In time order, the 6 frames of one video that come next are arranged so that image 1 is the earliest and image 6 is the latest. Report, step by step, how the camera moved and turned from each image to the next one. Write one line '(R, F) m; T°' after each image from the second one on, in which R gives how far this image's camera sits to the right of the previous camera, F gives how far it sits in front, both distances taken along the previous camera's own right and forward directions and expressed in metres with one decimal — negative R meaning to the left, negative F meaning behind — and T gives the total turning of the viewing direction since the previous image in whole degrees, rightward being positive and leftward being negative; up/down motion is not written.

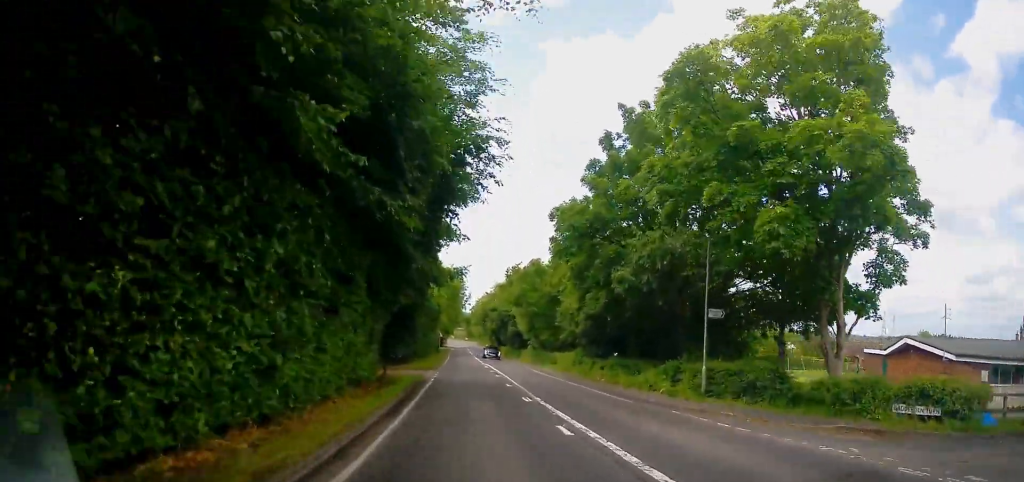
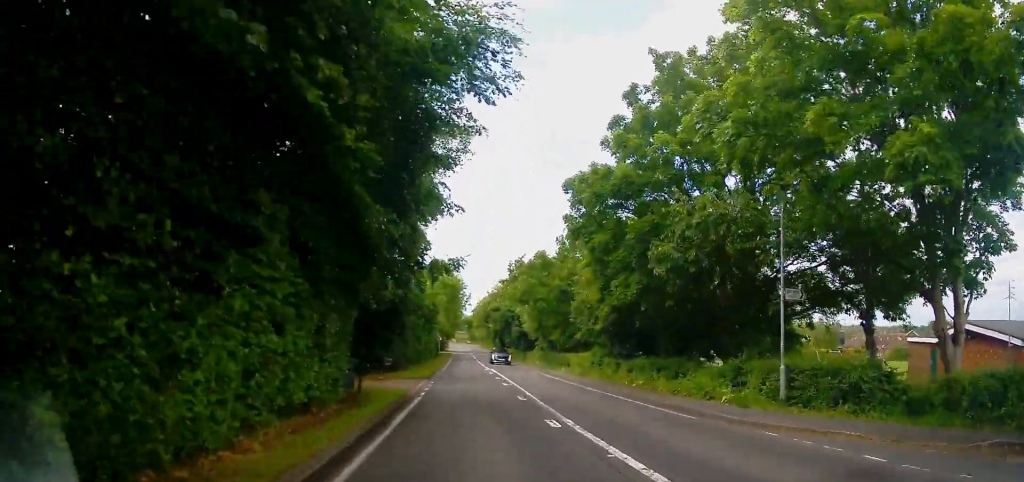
(0.0, +4.8) m; 0°
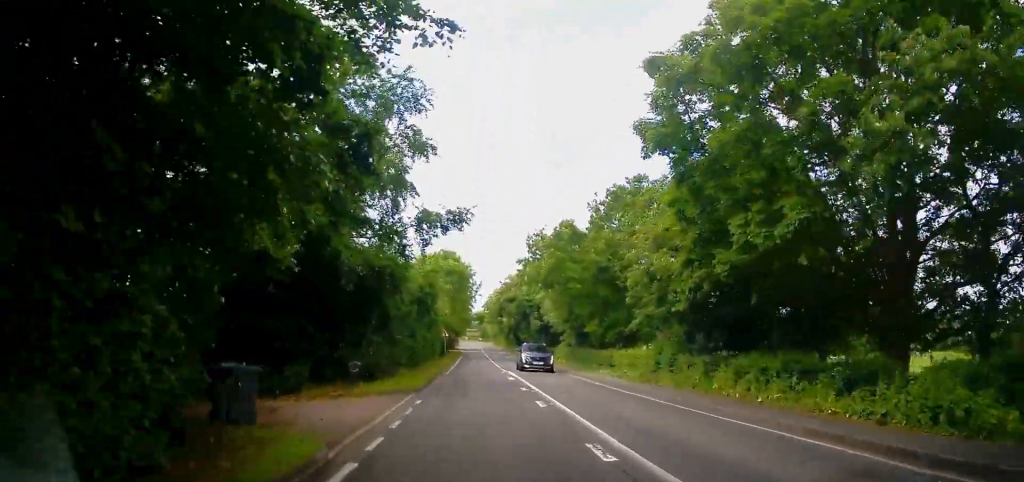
(+0.1, +9.3) m; +1°
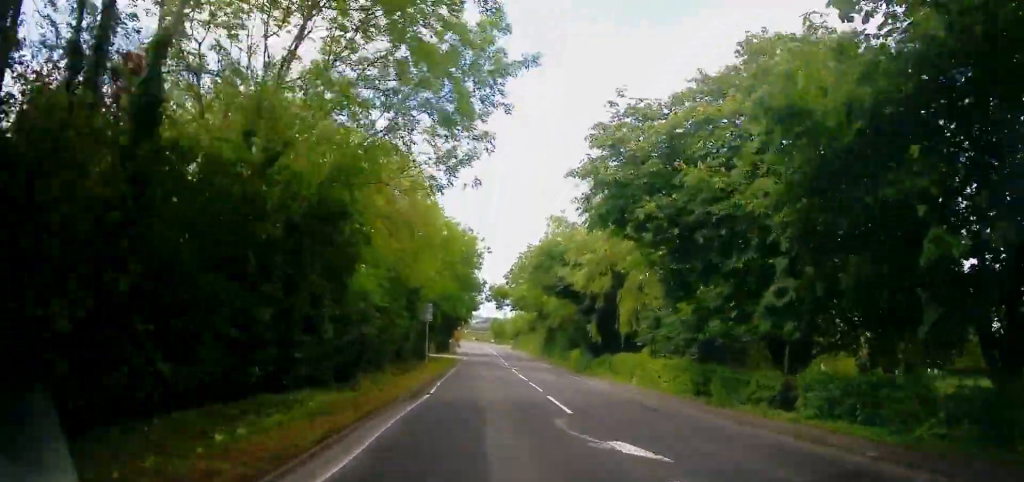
(-0.4, +55.1) m; +1°
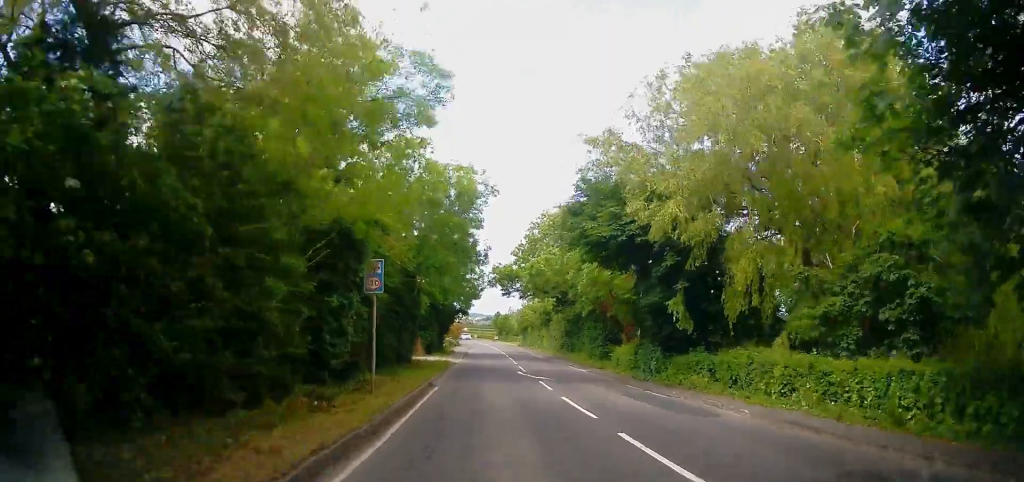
(+0.6, +13.8) m; +2°
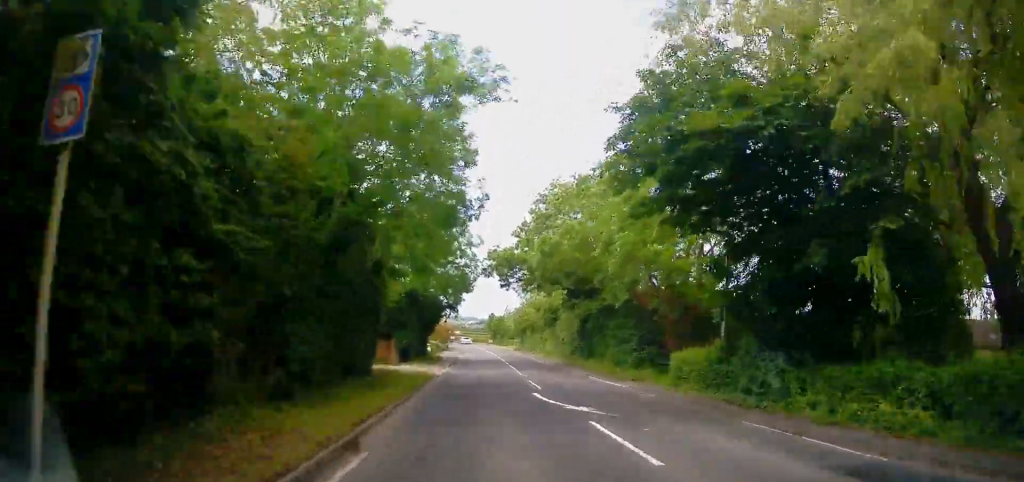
(+0.7, +9.6) m; -7°
